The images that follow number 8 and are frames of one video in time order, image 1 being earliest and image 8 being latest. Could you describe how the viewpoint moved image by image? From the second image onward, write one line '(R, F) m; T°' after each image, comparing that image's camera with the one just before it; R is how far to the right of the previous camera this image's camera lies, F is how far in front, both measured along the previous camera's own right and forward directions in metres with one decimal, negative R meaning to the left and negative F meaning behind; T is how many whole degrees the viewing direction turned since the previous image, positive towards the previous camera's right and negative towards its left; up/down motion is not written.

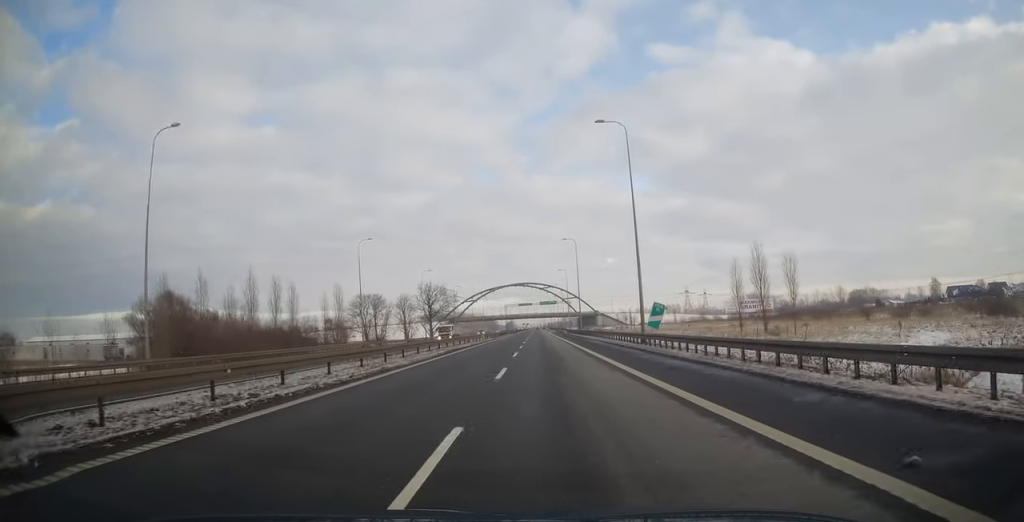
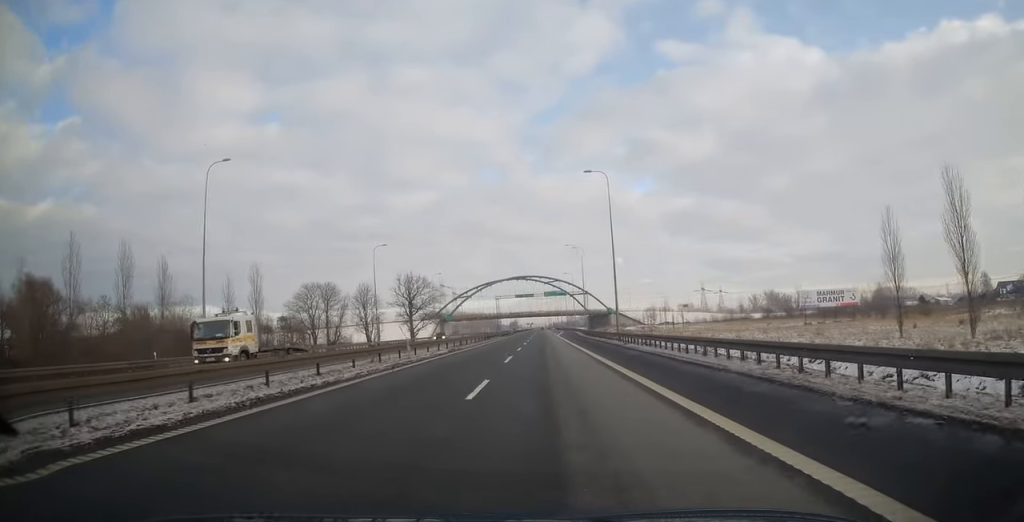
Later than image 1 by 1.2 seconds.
(0.0, +40.4) m; 0°
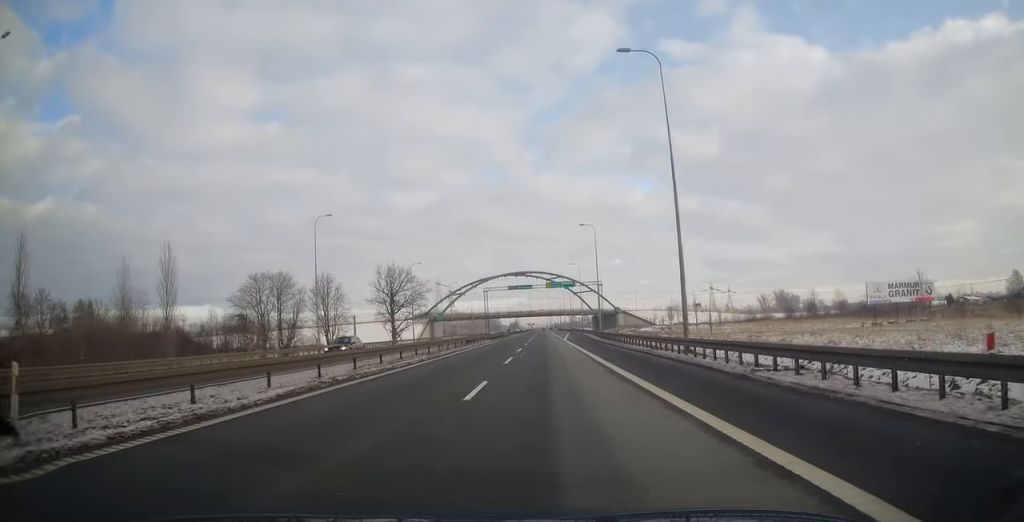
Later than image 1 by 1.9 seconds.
(0.0, +21.3) m; 0°
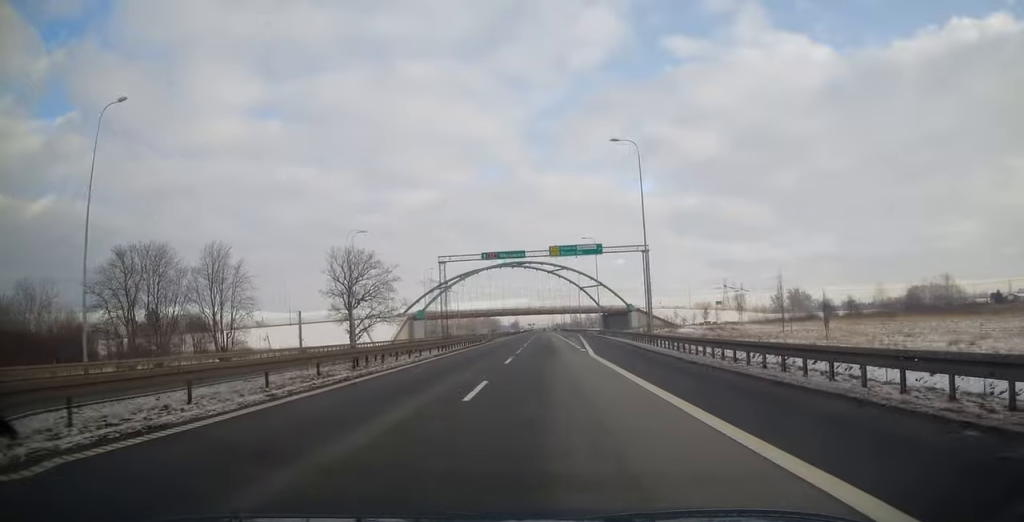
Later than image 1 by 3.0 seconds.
(0.0, +32.2) m; 0°
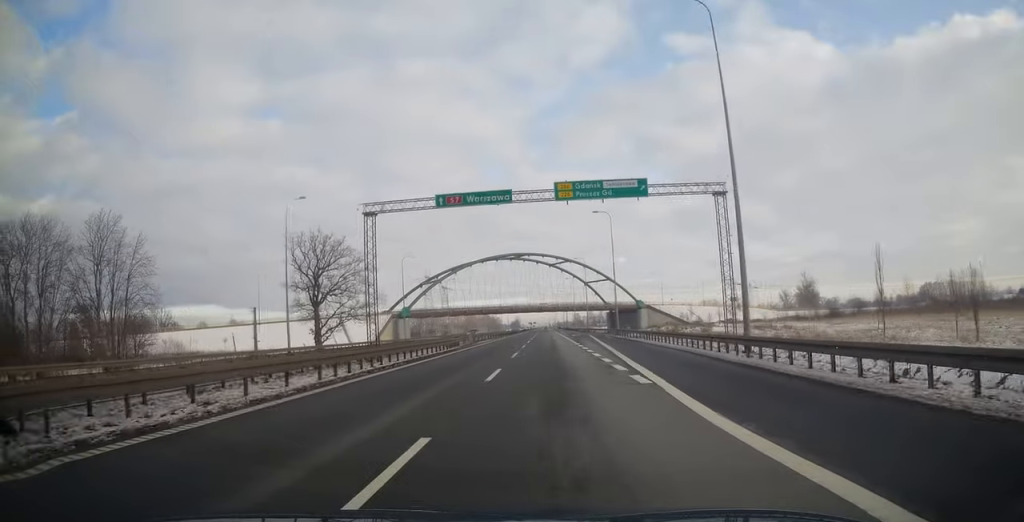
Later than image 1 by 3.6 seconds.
(0.0, +19.0) m; 0°
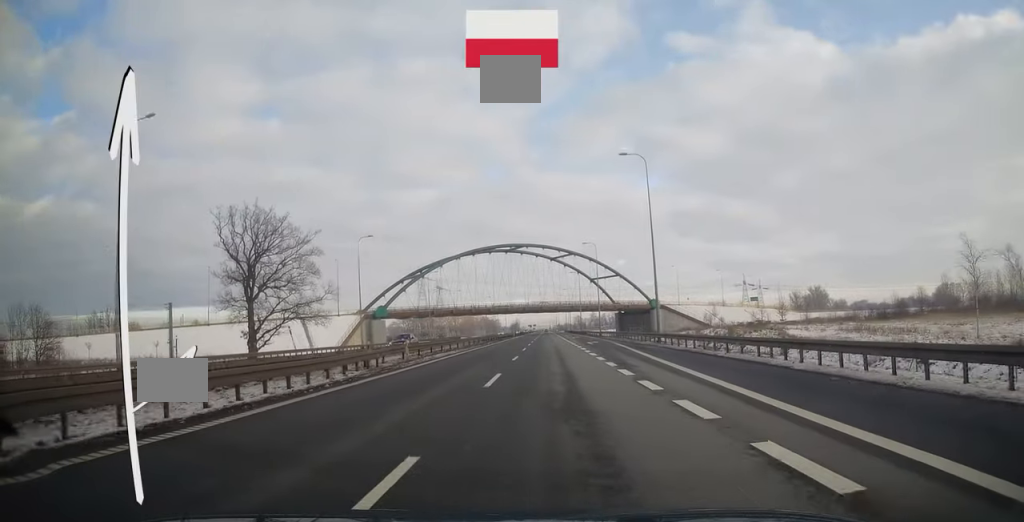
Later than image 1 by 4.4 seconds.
(-0.1, +24.3) m; 0°
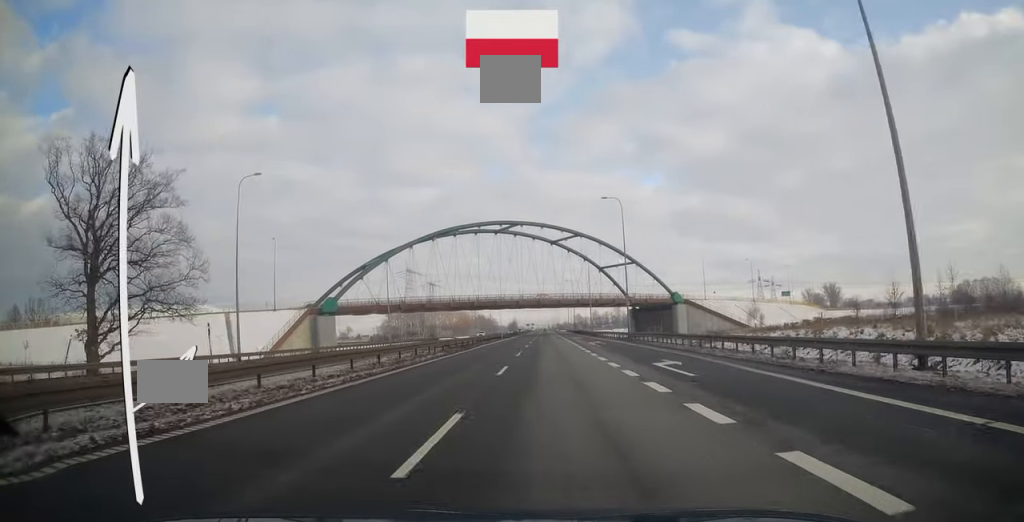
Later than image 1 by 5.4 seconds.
(0.0, +33.1) m; 0°
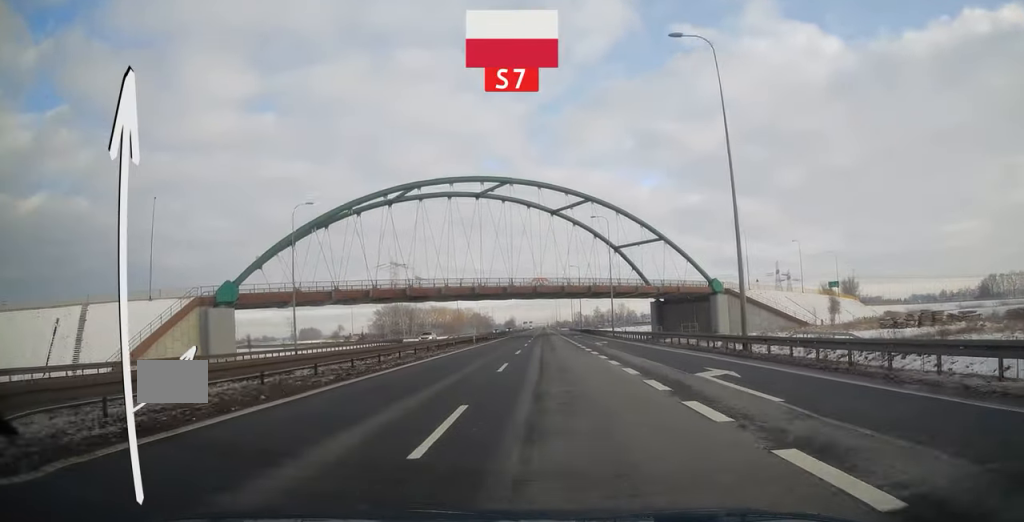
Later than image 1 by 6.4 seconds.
(+0.2, +38.1) m; 0°
